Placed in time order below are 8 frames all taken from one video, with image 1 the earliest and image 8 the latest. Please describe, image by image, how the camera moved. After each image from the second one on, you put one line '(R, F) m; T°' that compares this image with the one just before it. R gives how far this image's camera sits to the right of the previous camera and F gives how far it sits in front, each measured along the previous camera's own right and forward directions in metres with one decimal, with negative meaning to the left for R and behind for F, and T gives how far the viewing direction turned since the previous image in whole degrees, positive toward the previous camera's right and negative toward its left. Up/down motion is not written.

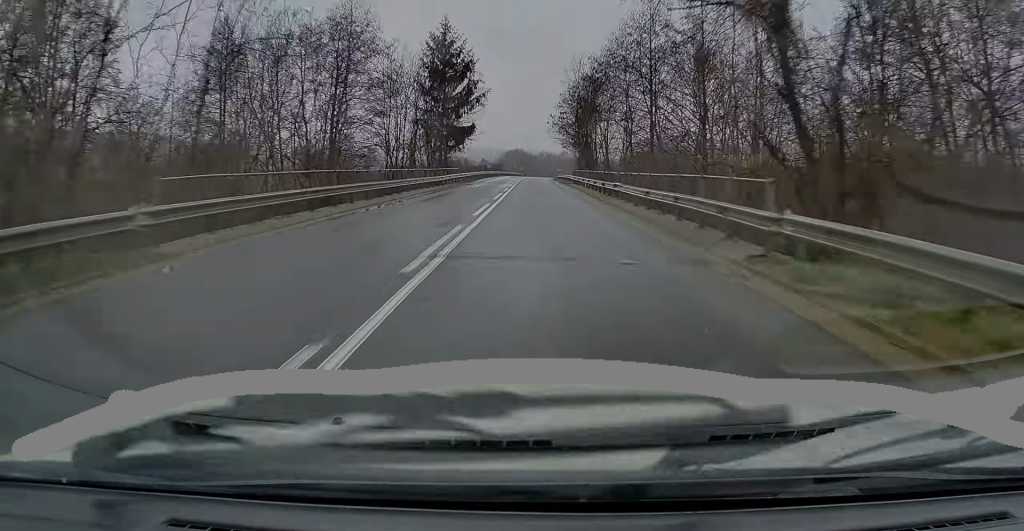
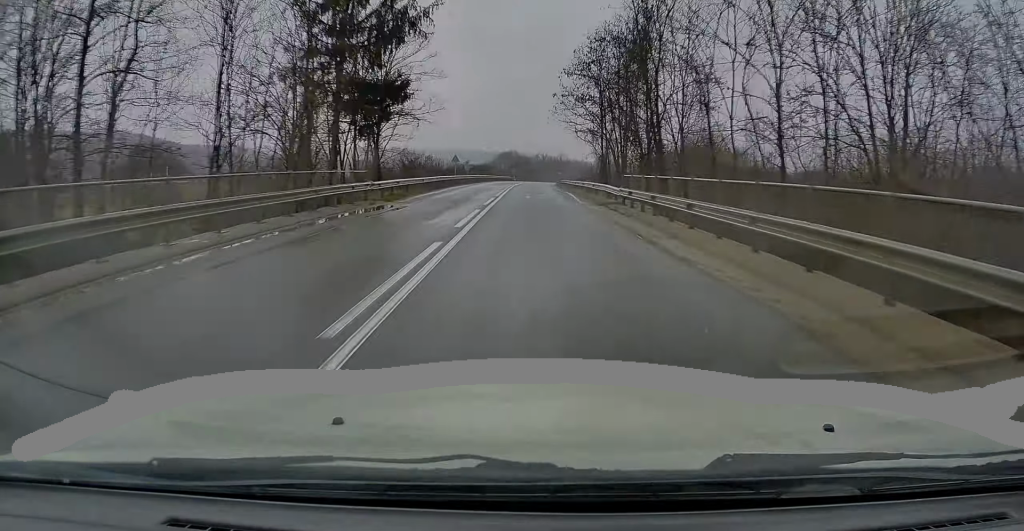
(-0.1, +29.9) m; 0°
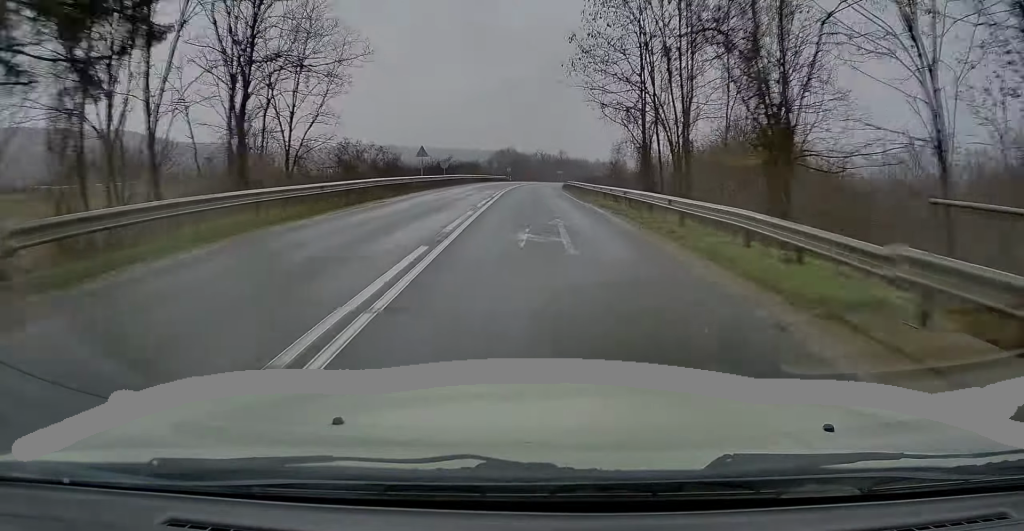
(0.0, +18.7) m; +1°
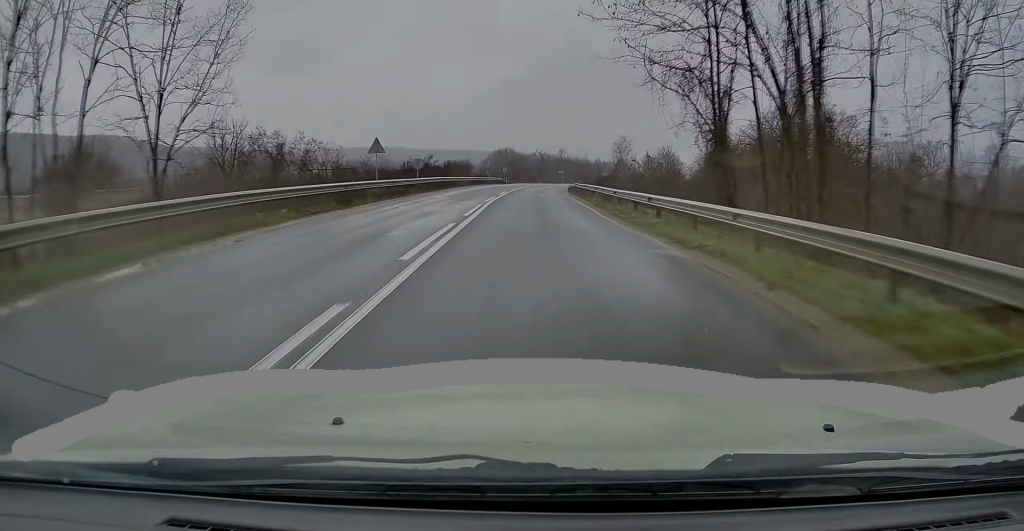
(+0.2, +12.7) m; 0°
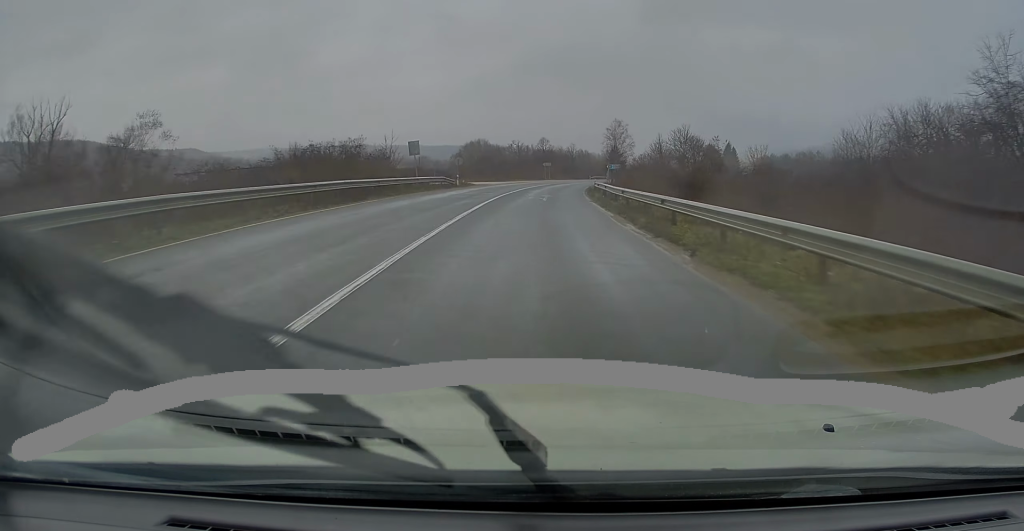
(+0.1, +42.6) m; +1°
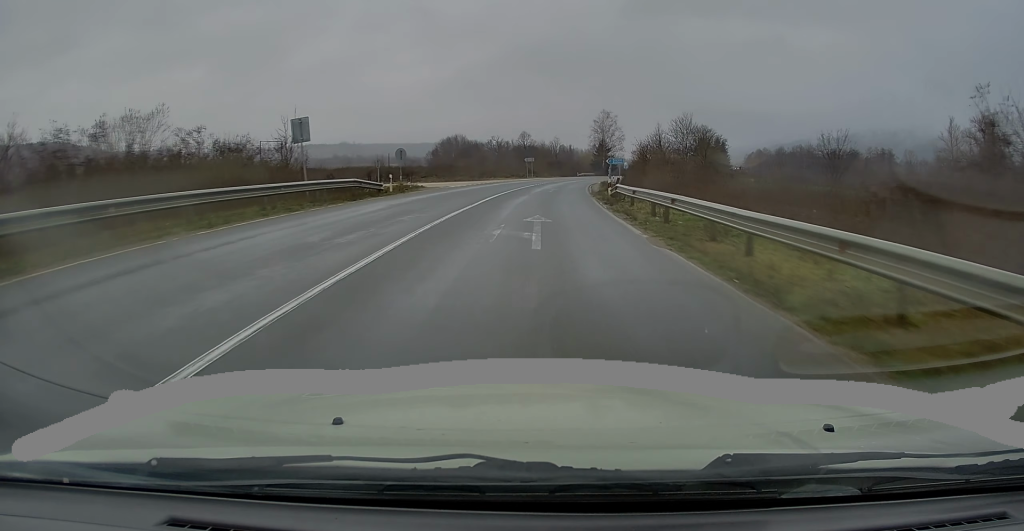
(+0.1, +17.9) m; +2°
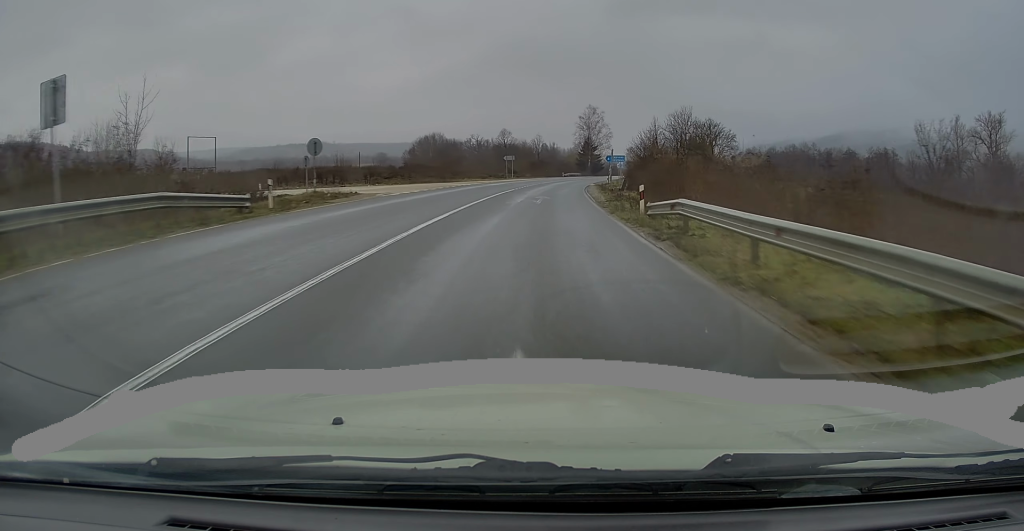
(-0.1, +12.7) m; +2°
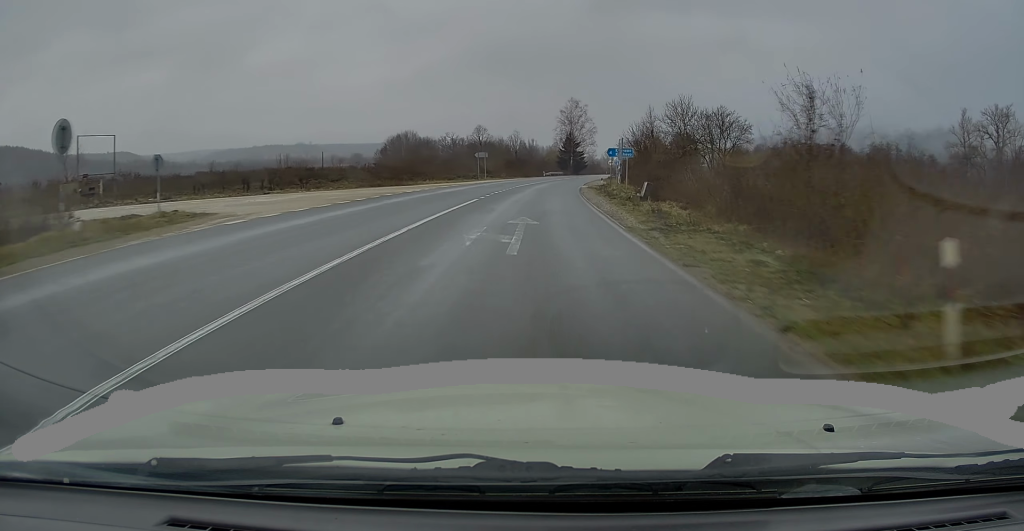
(+0.6, +14.2) m; +2°
